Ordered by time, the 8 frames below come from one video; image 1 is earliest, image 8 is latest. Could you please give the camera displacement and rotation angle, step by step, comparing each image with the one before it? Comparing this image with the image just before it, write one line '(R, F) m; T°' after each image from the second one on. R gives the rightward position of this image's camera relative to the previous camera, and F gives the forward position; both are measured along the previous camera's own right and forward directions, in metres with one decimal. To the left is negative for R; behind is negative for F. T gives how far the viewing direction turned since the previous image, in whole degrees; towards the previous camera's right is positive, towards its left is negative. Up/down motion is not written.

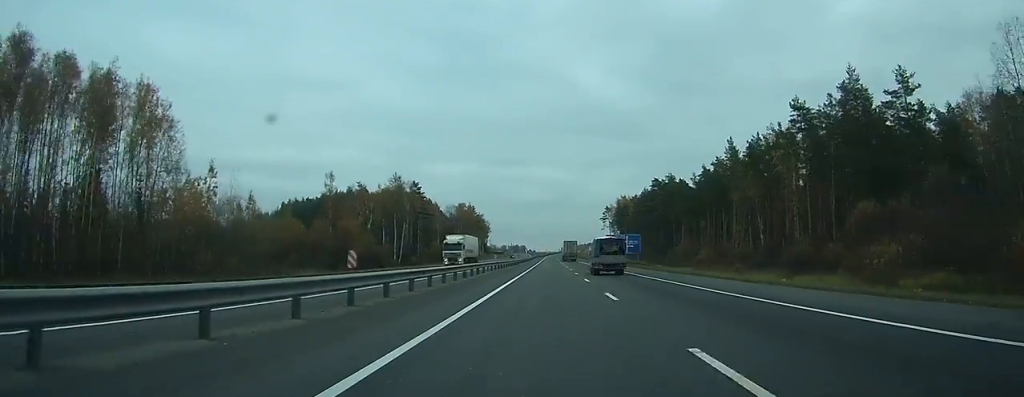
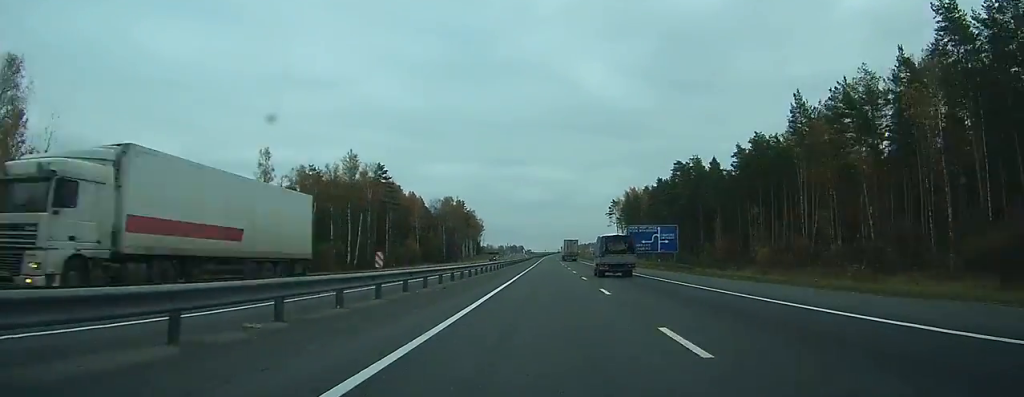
(0.0, +31.2) m; 0°
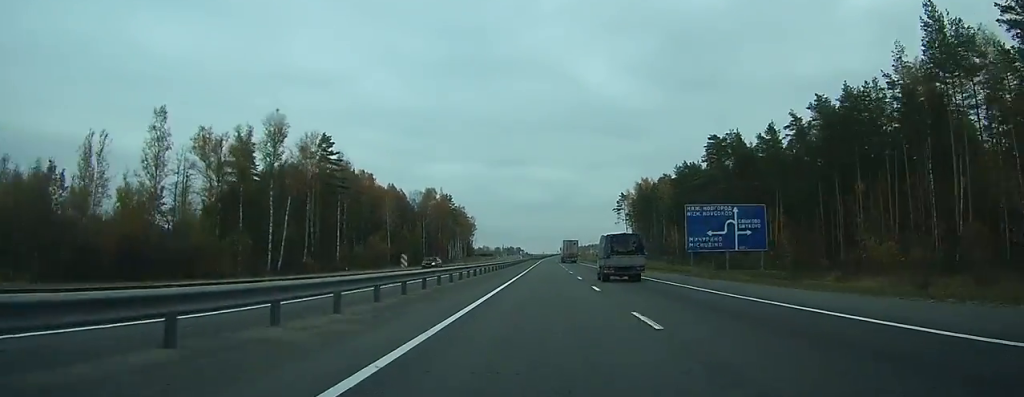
(+0.1, +31.7) m; 0°
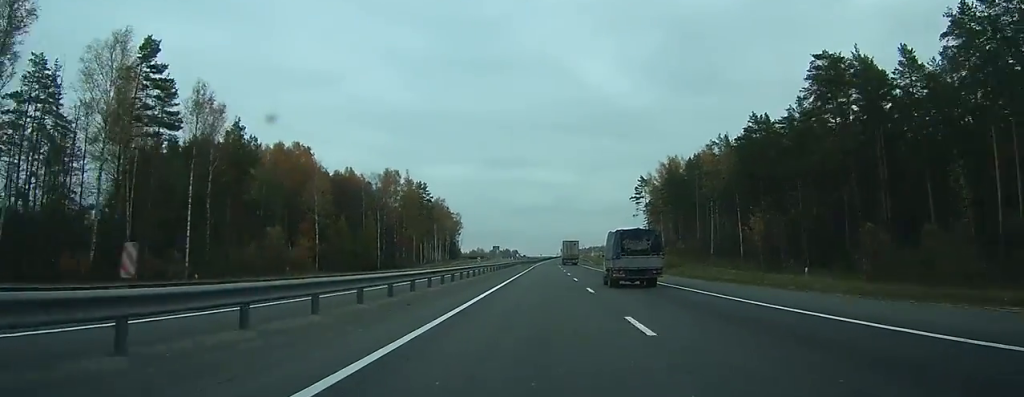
(+0.1, +47.2) m; 0°
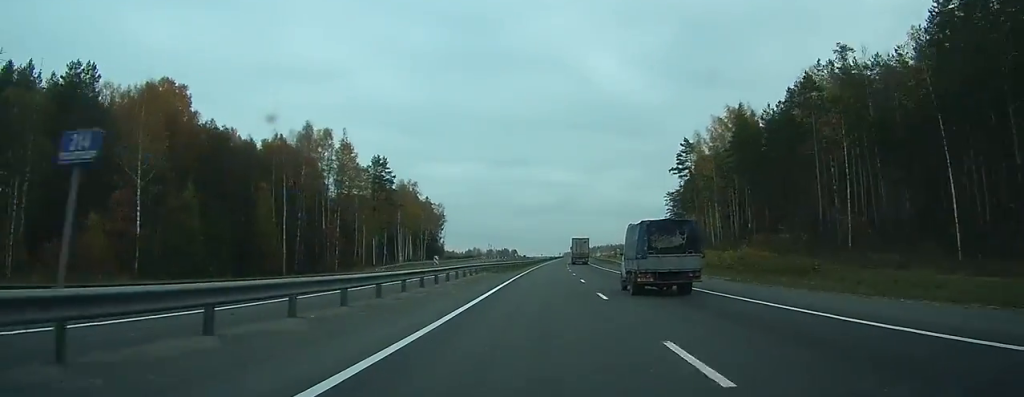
(0.0, +50.8) m; 0°
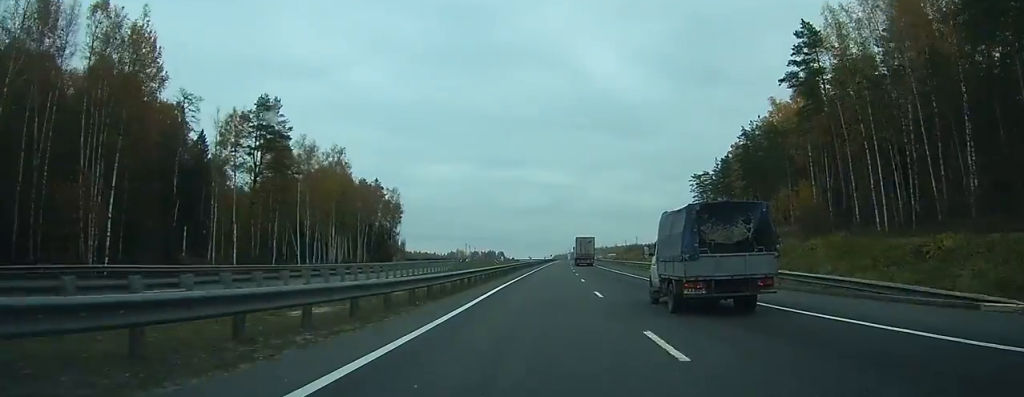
(+0.1, +60.8) m; 0°
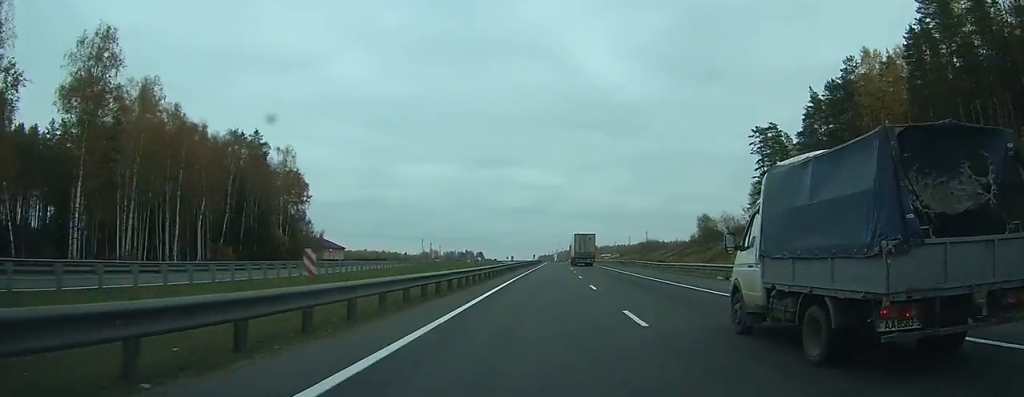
(+0.7, +70.9) m; +1°
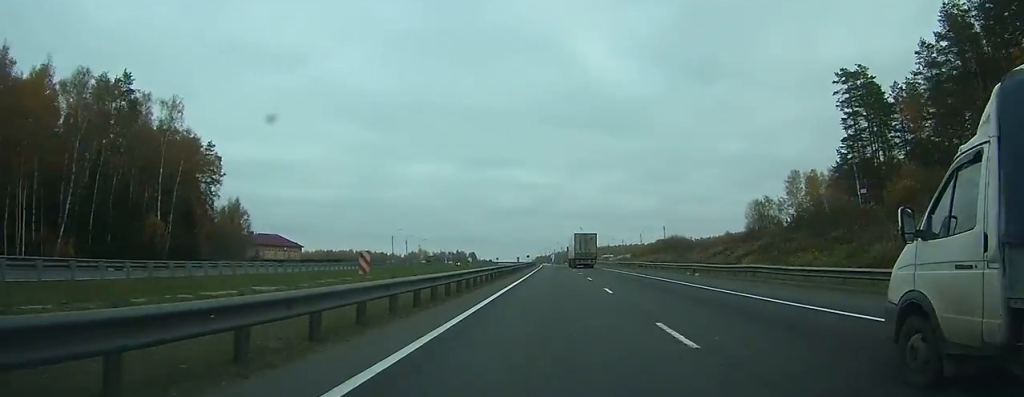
(+0.3, +37.3) m; +1°
